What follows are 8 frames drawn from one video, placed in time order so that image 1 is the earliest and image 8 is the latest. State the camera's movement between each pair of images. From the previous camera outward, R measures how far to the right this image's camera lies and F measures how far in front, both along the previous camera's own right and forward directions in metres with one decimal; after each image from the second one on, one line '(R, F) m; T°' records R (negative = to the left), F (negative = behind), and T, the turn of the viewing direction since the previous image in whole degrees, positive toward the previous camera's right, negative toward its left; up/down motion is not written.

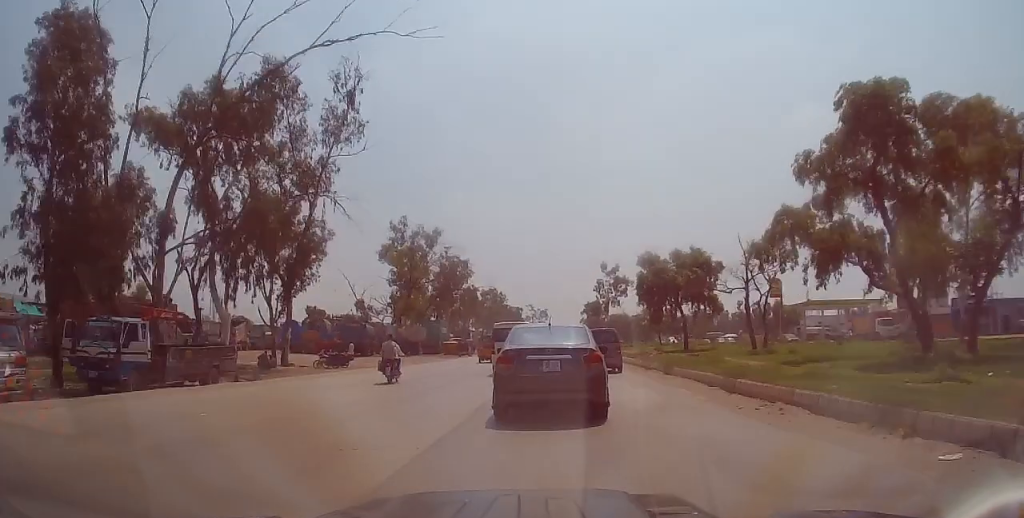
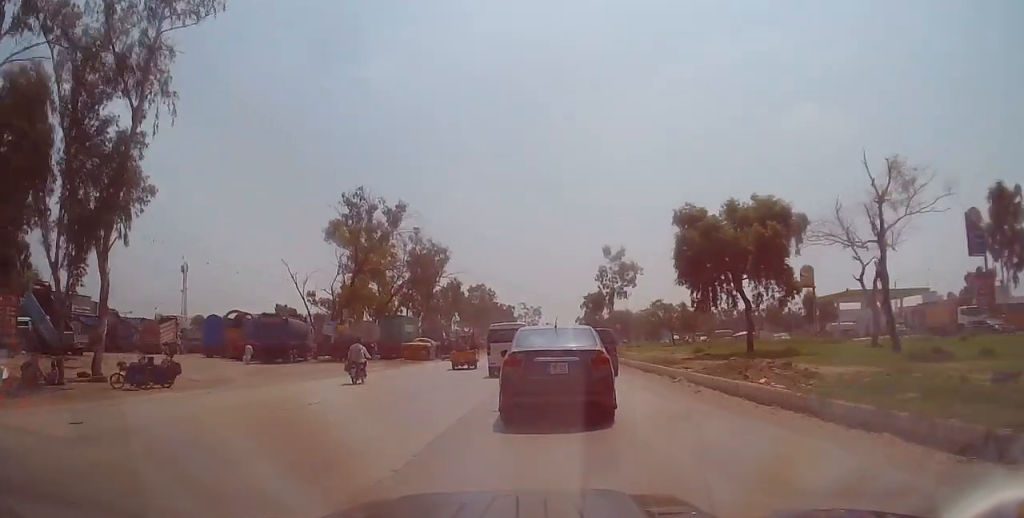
(+0.4, +18.4) m; -1°
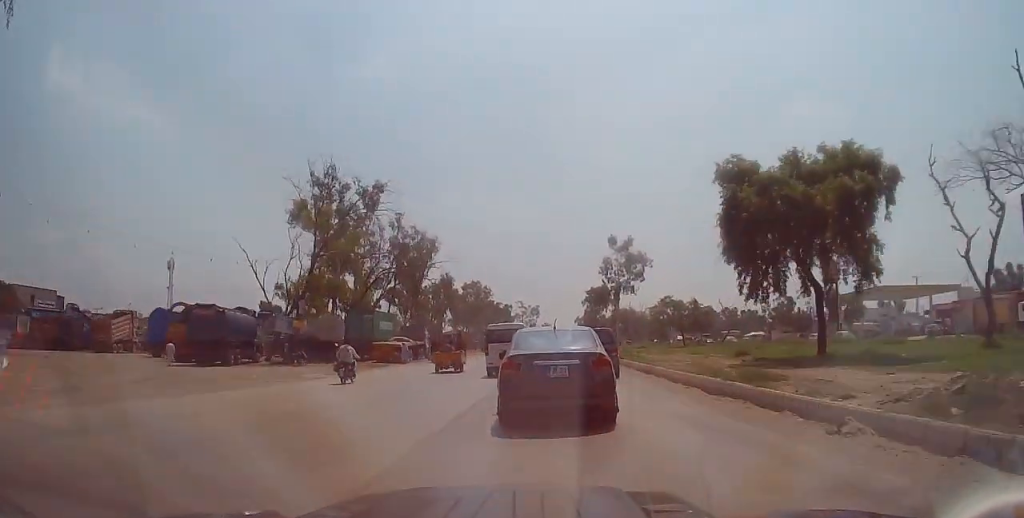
(-0.3, +9.6) m; -1°
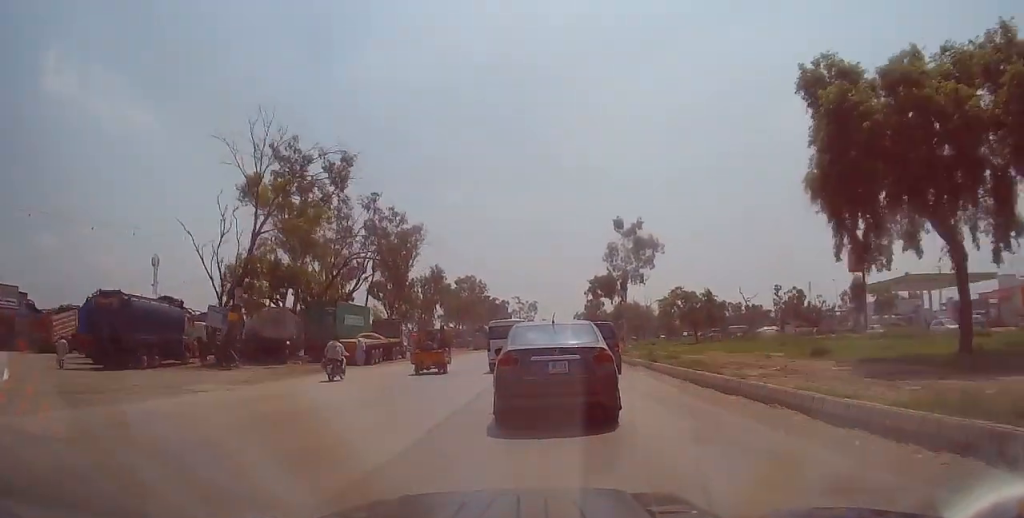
(-0.1, +9.5) m; +3°
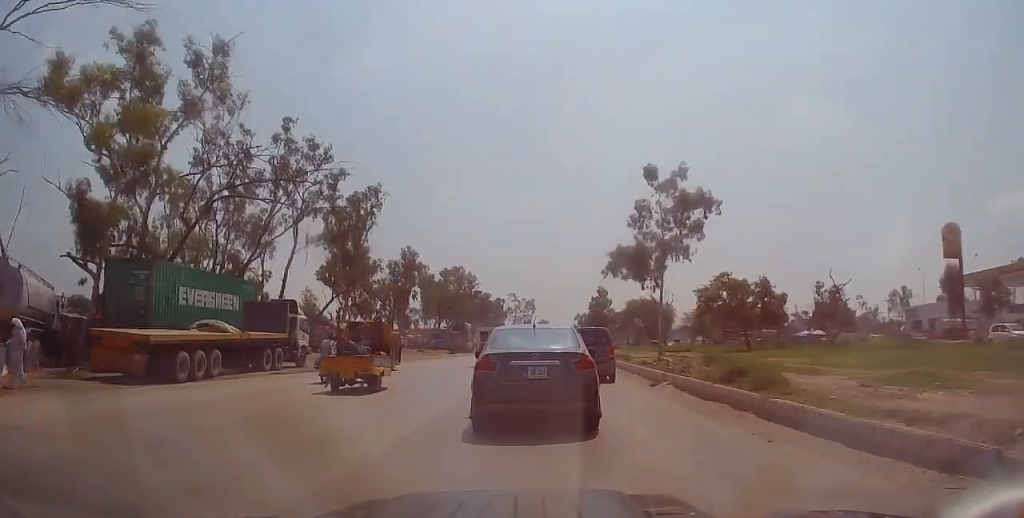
(+0.1, +23.5) m; -2°
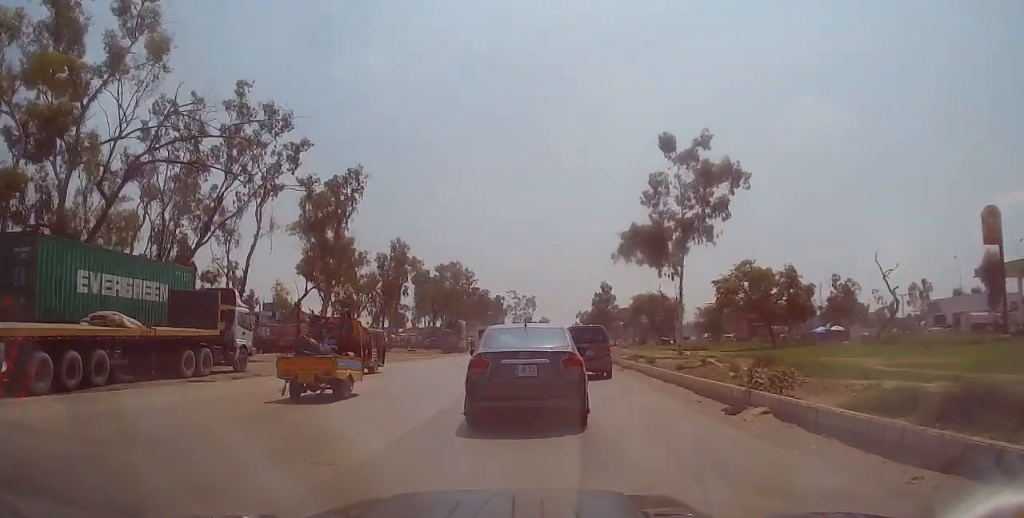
(+0.1, +7.1) m; 0°
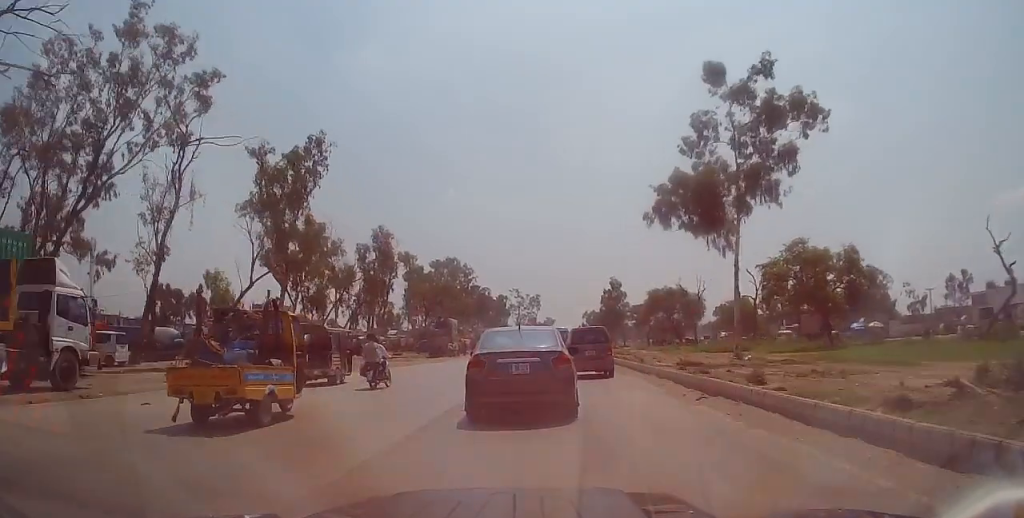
(+0.1, +11.3) m; +1°
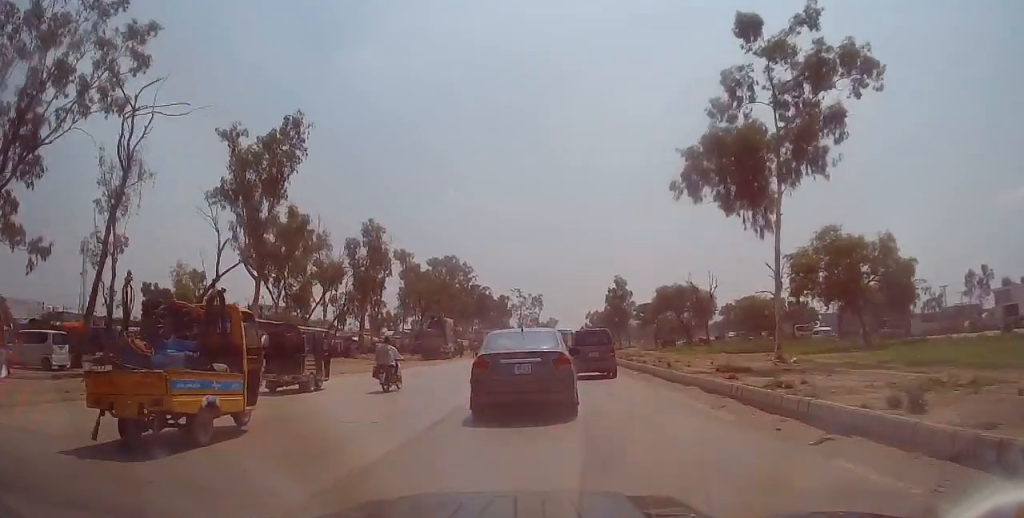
(0.0, +5.1) m; 0°
